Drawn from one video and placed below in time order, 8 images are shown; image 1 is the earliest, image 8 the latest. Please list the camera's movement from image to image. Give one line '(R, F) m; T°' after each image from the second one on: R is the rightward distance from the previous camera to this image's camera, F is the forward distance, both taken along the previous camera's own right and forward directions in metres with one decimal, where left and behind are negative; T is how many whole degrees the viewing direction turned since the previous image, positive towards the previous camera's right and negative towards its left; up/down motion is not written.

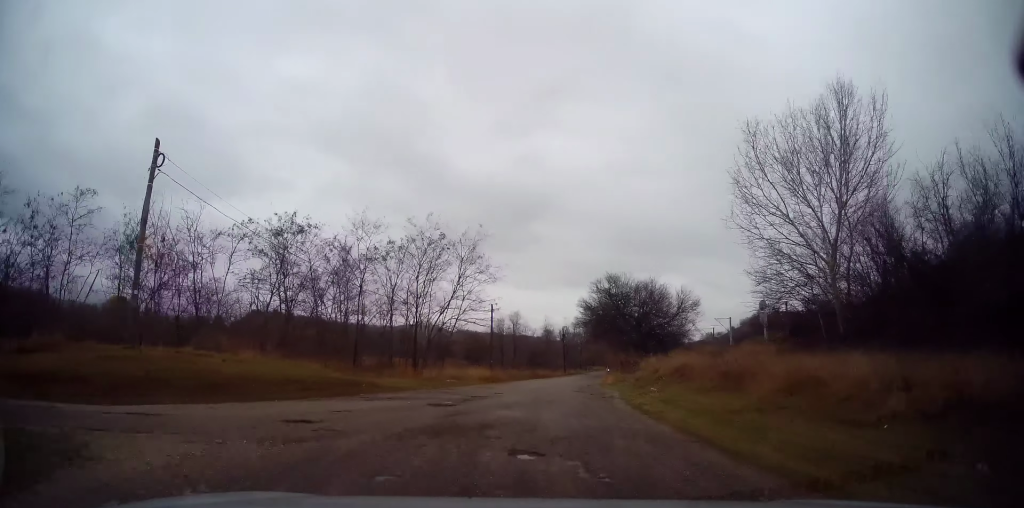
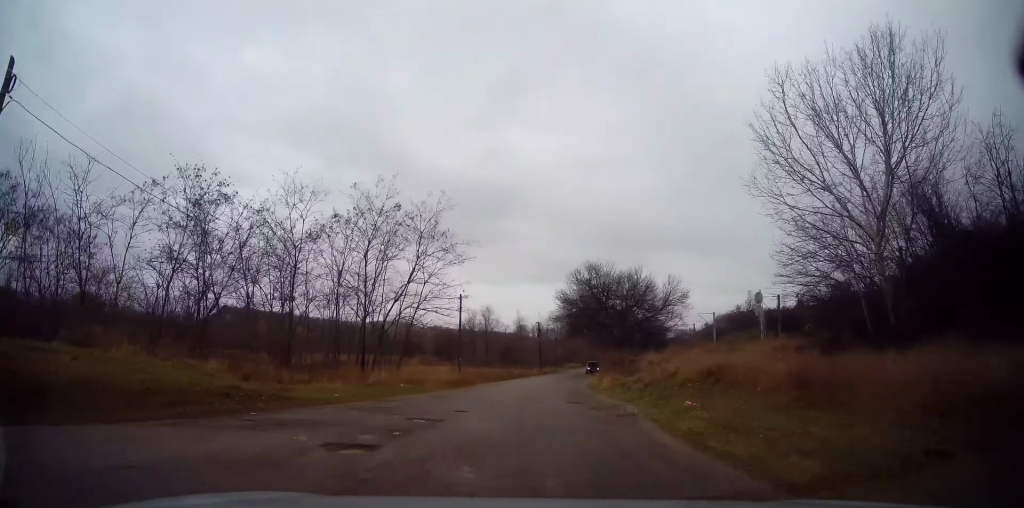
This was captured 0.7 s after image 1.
(+0.1, +5.5) m; +3°
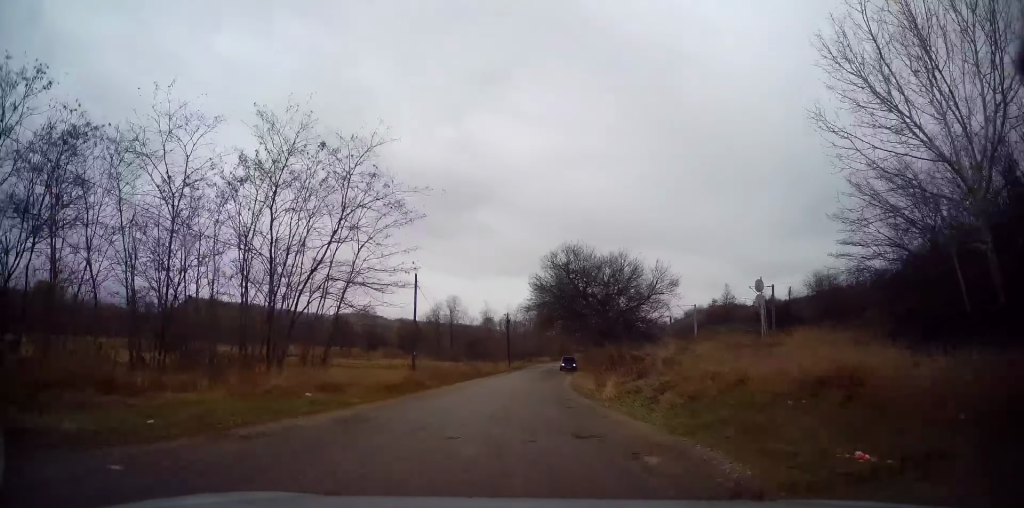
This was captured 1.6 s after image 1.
(+0.2, +6.9) m; +4°
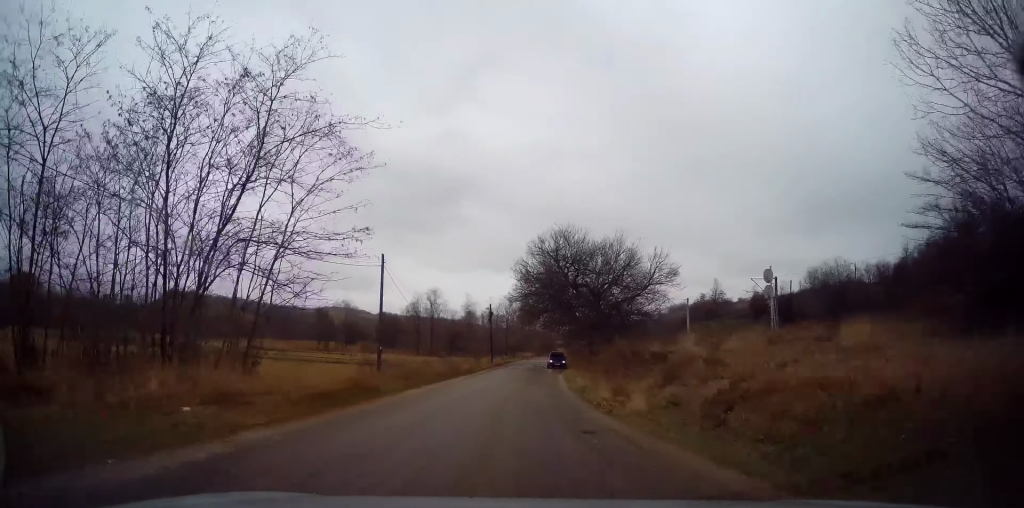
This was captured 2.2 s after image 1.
(+0.2, +4.9) m; 0°
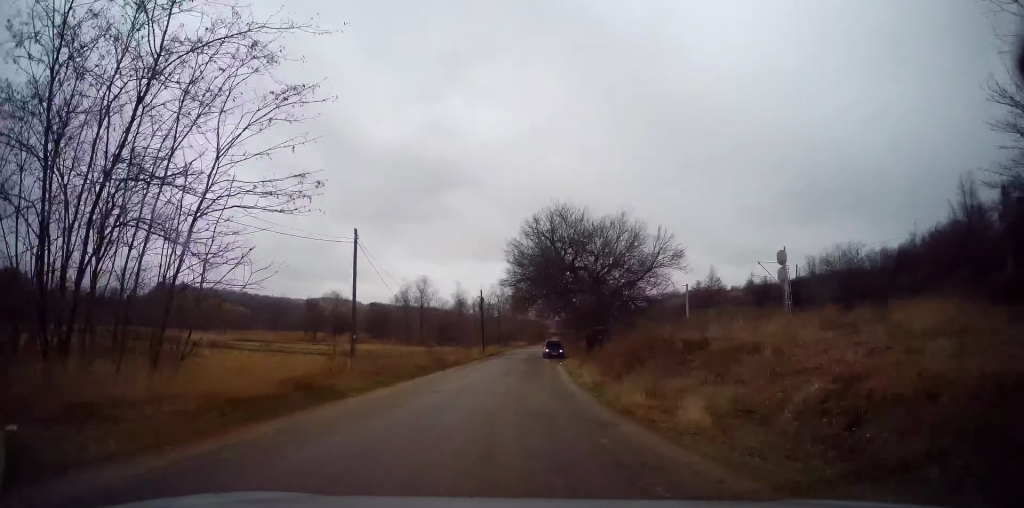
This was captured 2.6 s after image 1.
(+0.1, +3.6) m; 0°
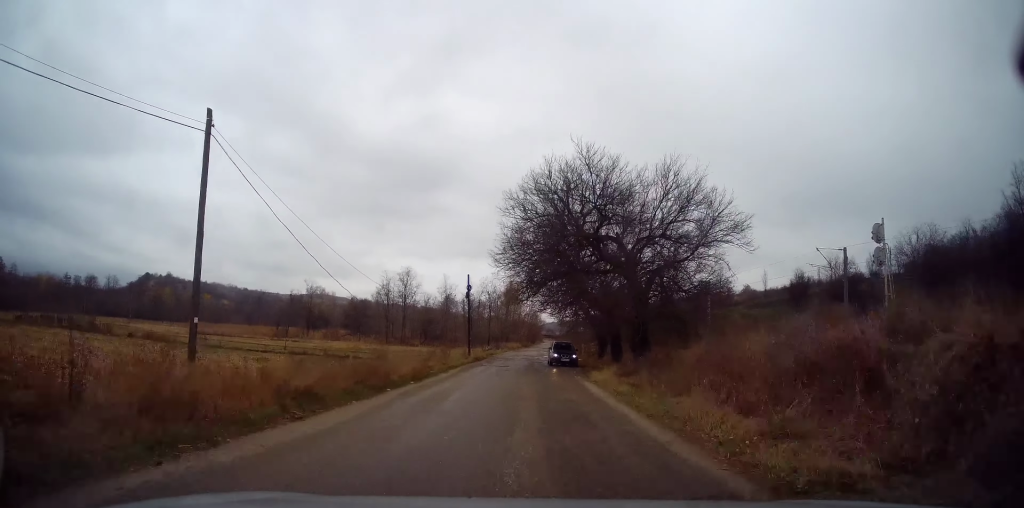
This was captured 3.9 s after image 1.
(-0.1, +12.4) m; +1°
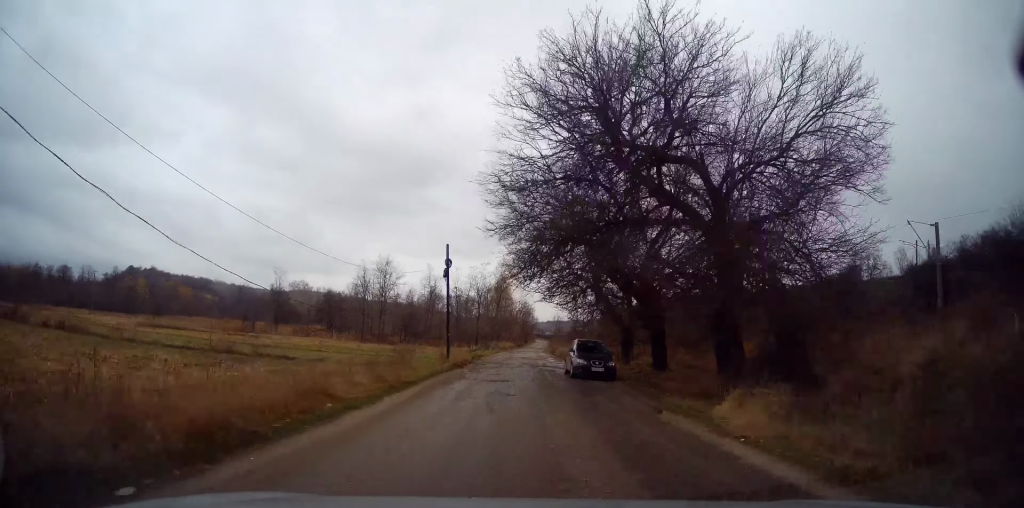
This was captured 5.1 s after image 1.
(+0.3, +12.2) m; +1°
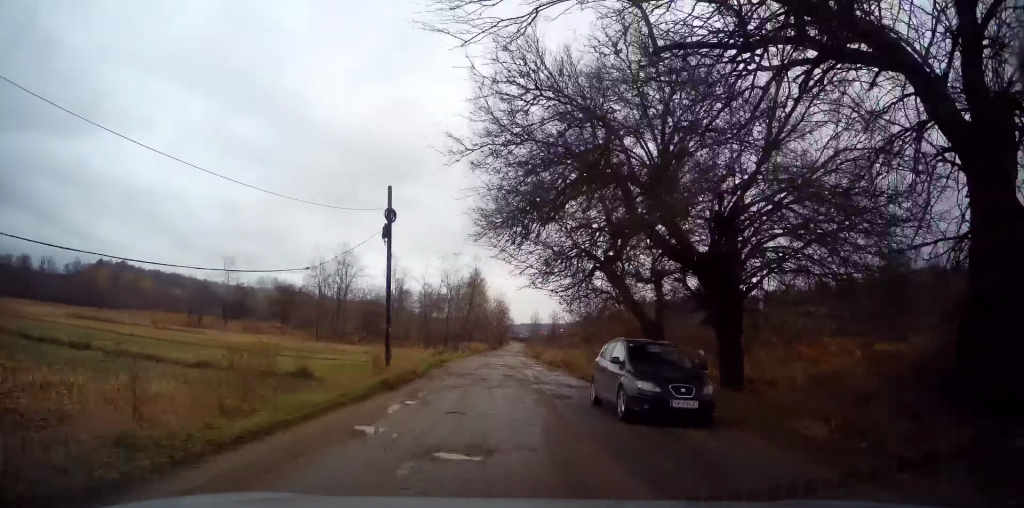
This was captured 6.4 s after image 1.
(0.0, +11.4) m; +2°
